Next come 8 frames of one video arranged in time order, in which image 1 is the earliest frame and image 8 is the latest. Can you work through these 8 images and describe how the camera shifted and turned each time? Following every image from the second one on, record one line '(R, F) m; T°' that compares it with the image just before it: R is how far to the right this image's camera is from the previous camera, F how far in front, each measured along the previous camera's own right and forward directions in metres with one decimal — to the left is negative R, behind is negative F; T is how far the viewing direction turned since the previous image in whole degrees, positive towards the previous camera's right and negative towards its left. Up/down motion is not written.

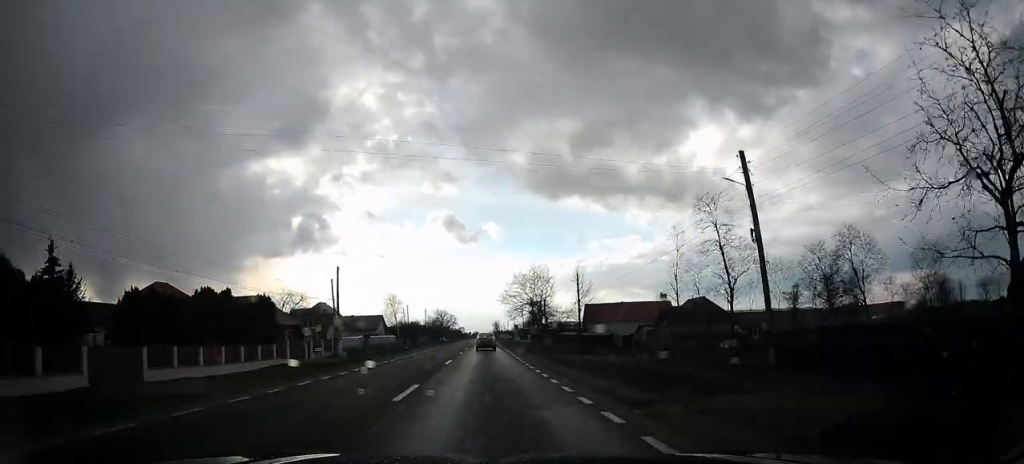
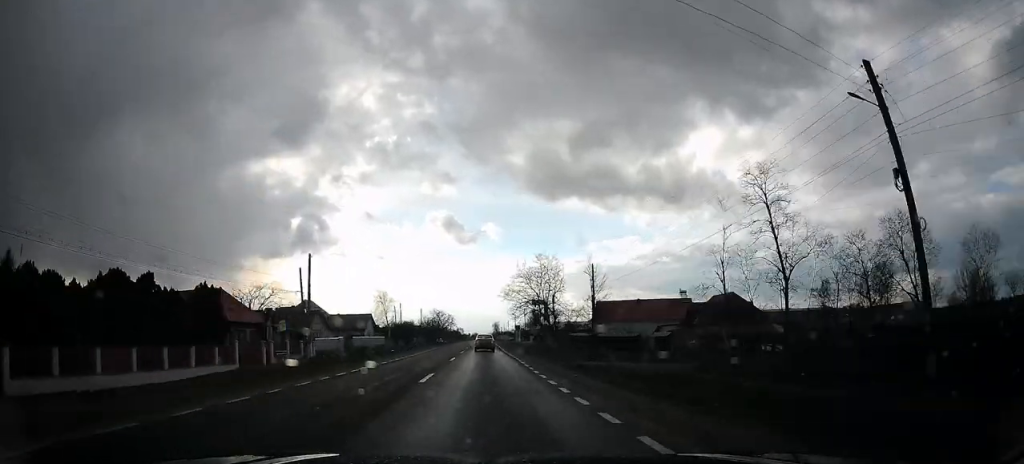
(-0.1, +8.3) m; 0°
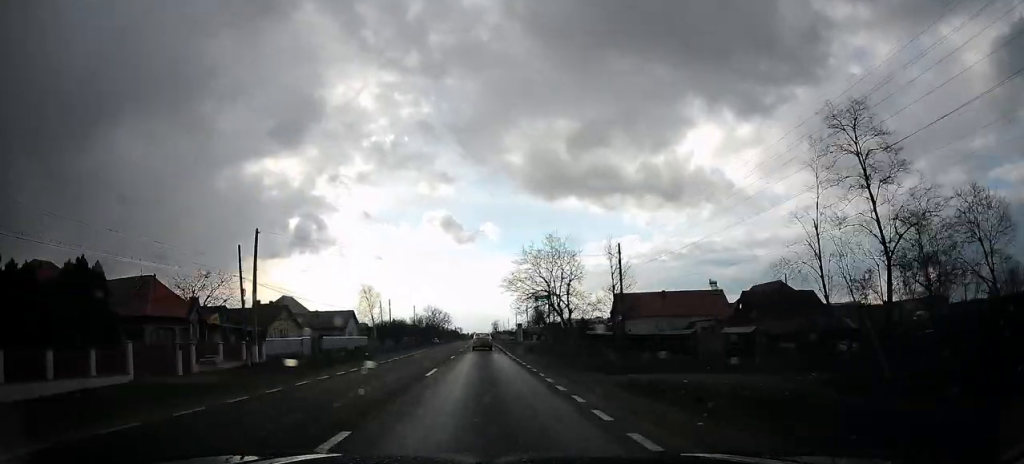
(+0.1, +10.3) m; 0°
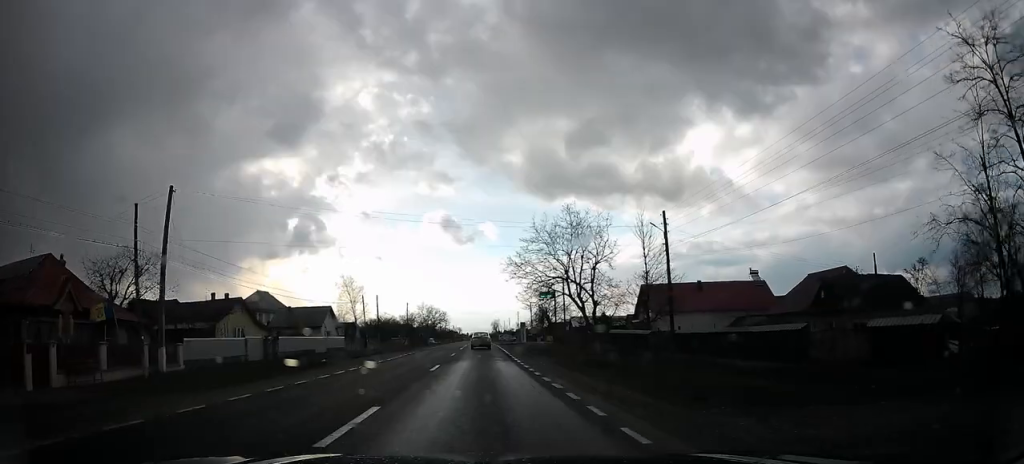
(+0.1, +10.3) m; 0°
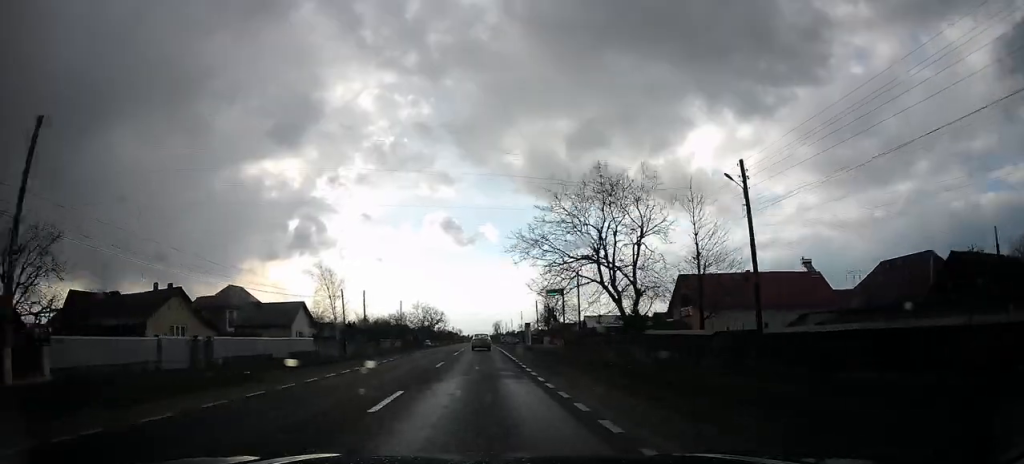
(-0.1, +9.5) m; 0°
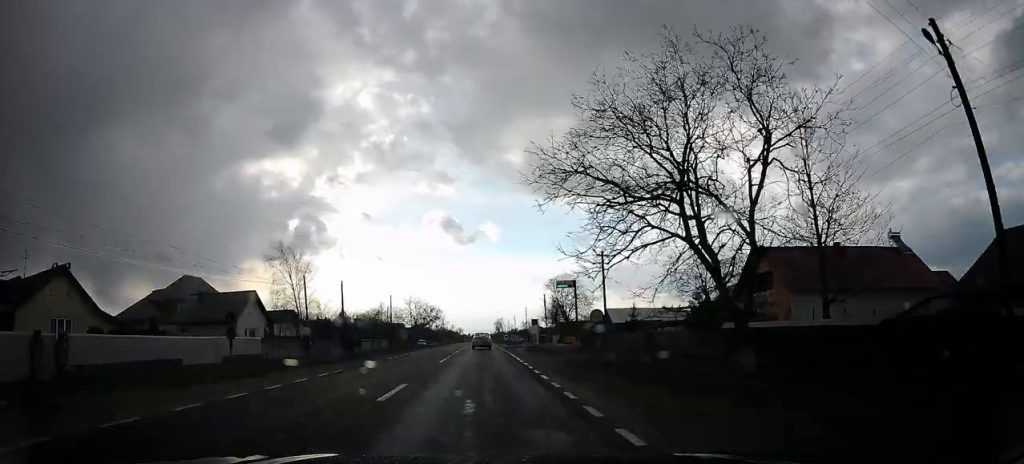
(0.0, +11.5) m; 0°
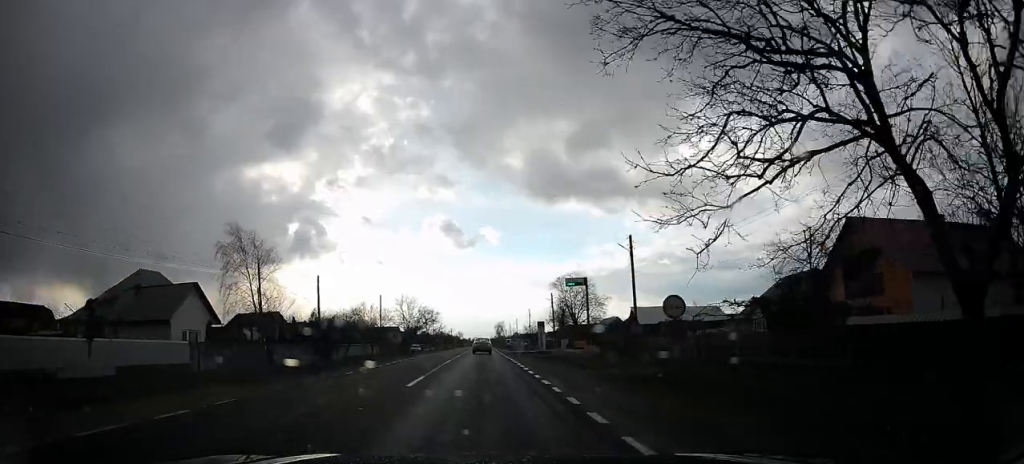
(-0.1, +8.8) m; 0°
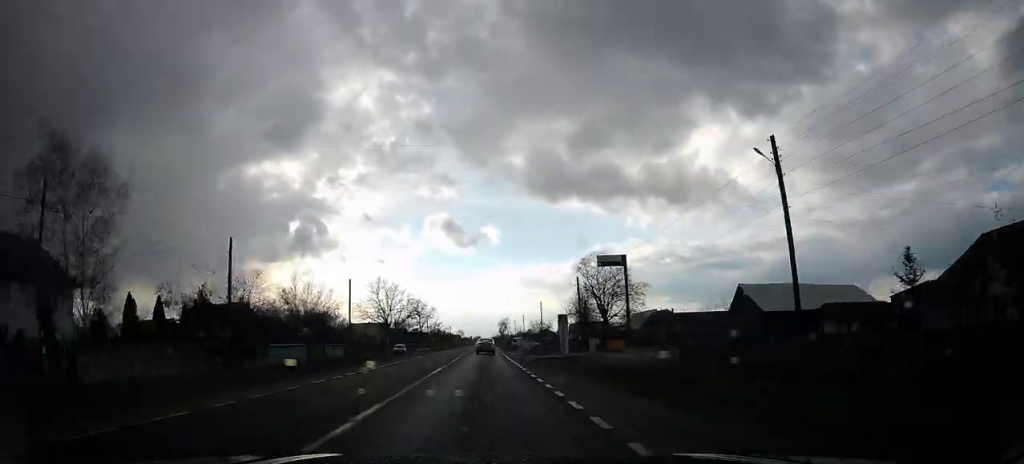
(+0.1, +18.9) m; +1°
